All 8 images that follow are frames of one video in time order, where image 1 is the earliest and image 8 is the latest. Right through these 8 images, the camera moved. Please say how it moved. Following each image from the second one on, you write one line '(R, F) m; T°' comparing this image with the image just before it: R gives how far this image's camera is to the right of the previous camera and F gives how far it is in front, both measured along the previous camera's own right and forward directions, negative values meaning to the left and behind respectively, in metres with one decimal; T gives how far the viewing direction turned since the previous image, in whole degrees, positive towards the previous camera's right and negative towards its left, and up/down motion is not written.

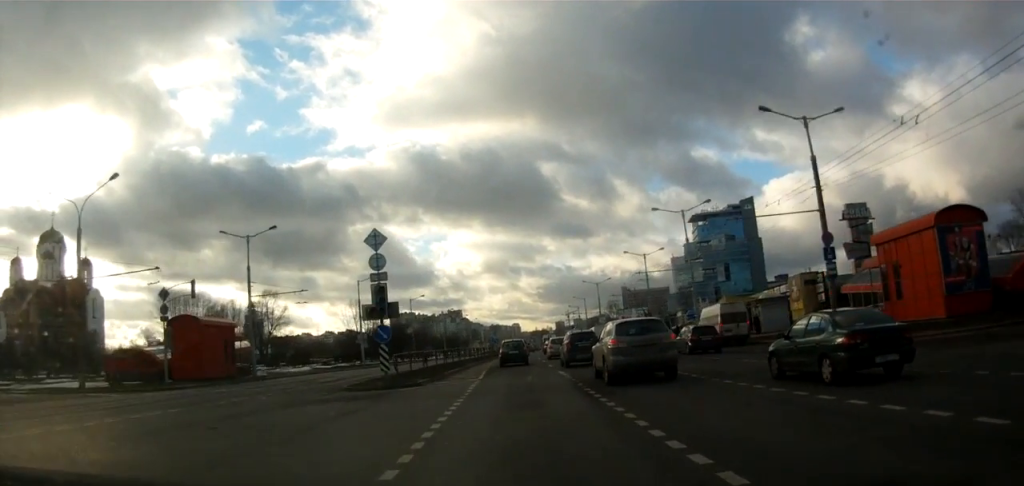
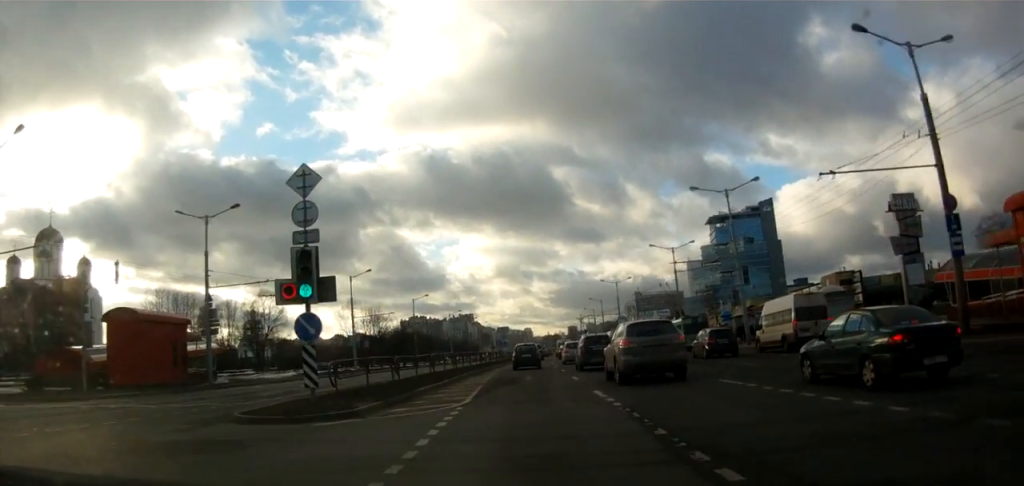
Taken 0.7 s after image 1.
(-0.1, +9.7) m; 0°
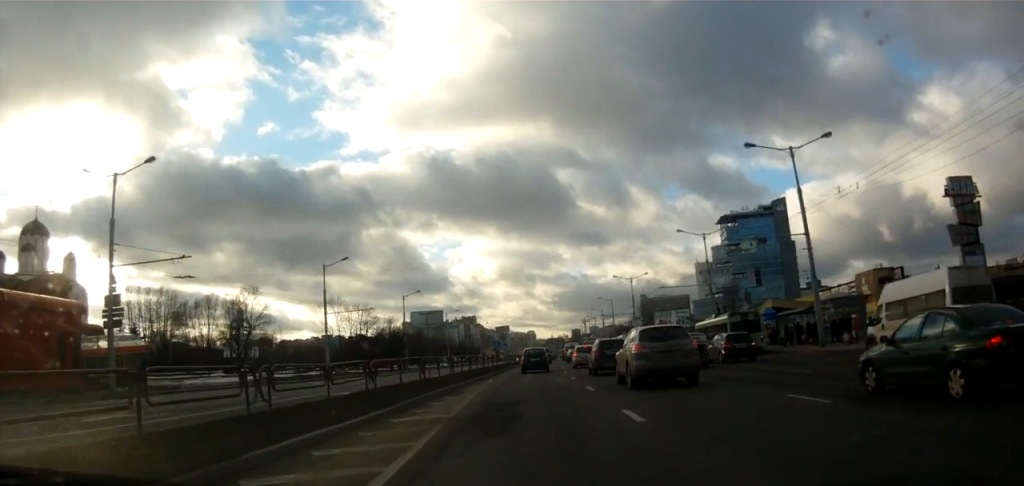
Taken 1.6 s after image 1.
(0.0, +12.2) m; 0°
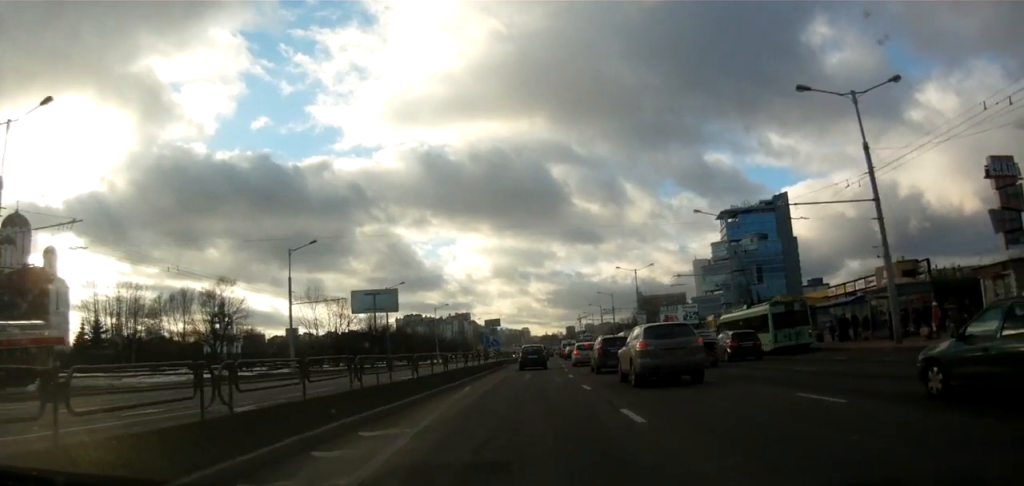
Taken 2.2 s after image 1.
(0.0, +8.5) m; 0°
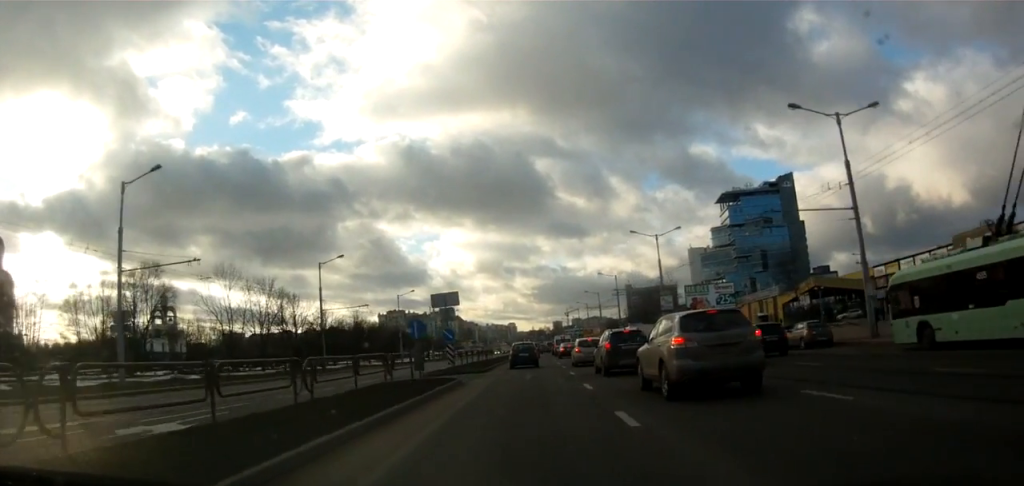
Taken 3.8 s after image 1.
(+0.8, +24.0) m; +2°
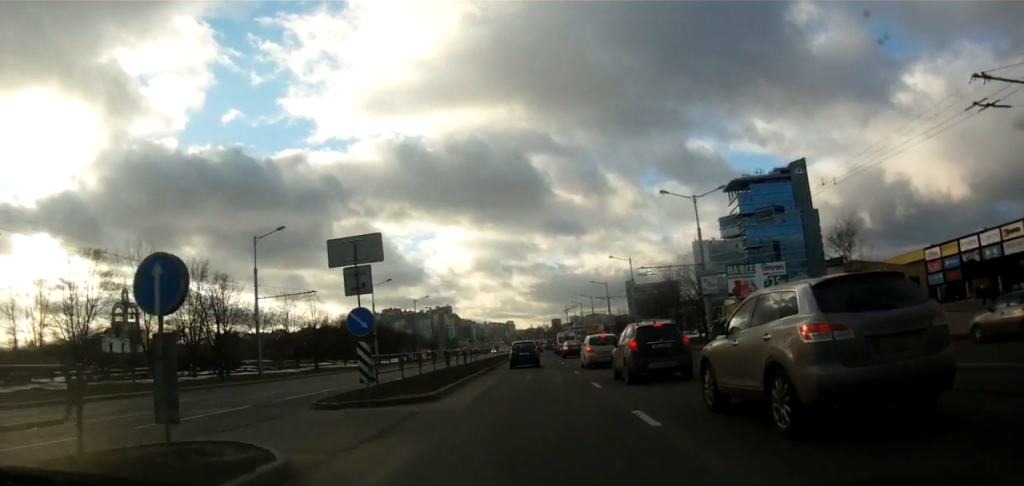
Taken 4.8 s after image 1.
(-0.2, +16.2) m; -1°
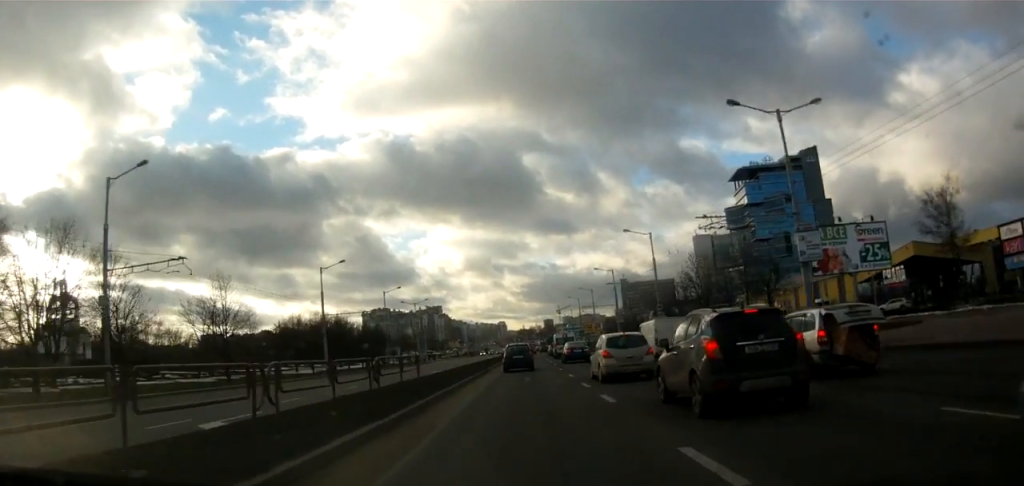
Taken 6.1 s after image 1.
(-0.2, +19.7) m; -1°
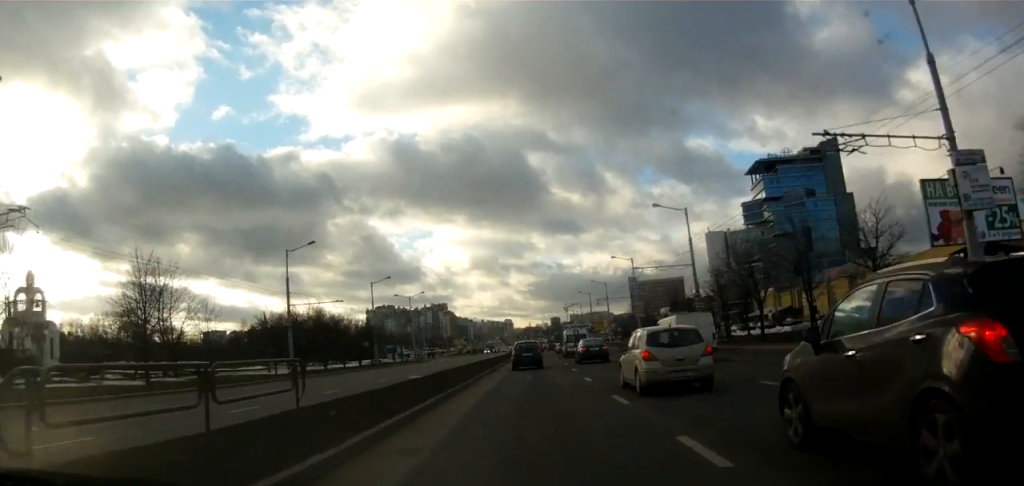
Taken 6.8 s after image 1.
(0.0, +12.3) m; 0°
